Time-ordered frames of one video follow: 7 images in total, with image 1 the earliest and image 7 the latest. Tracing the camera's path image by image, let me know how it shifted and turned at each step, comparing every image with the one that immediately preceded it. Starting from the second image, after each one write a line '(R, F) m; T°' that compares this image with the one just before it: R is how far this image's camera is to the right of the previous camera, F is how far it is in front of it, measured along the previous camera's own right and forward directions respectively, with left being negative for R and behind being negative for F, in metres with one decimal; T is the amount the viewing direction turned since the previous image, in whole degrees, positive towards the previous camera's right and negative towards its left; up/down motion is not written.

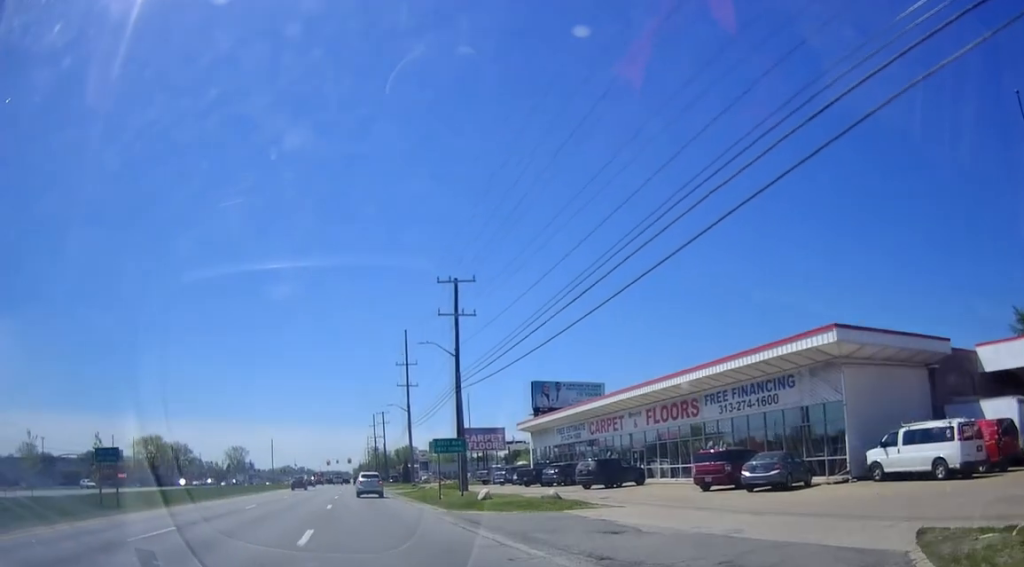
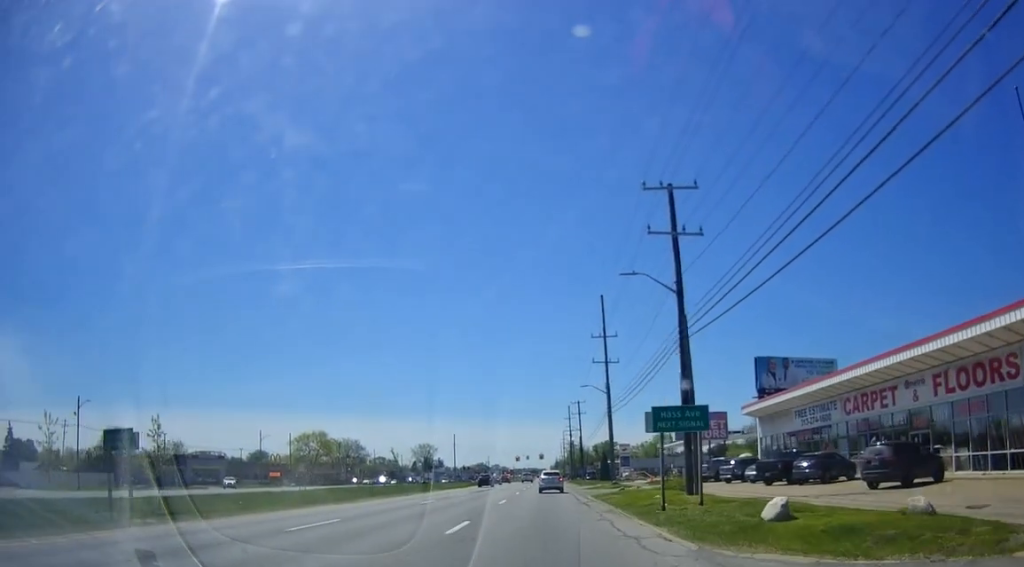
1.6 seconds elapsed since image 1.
(-1.8, +12.7) m; -13°
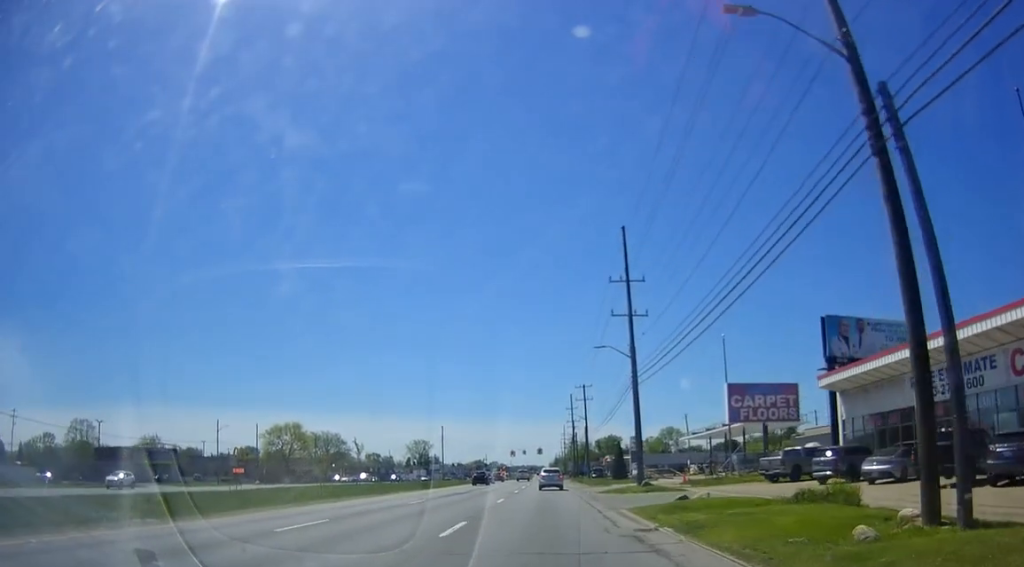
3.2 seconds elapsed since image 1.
(-0.7, +16.3) m; -2°
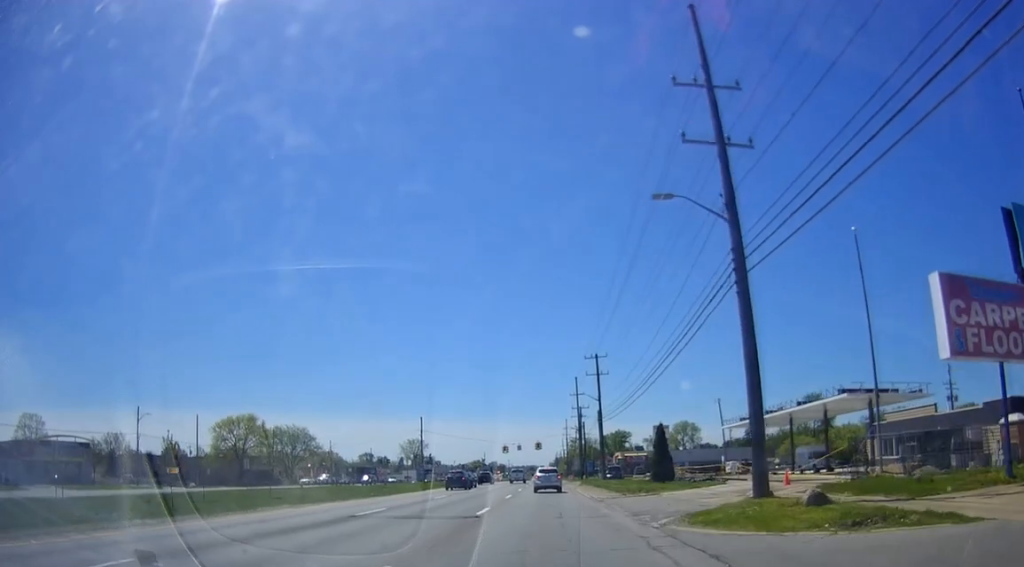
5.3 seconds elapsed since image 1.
(-0.3, +23.8) m; -4°
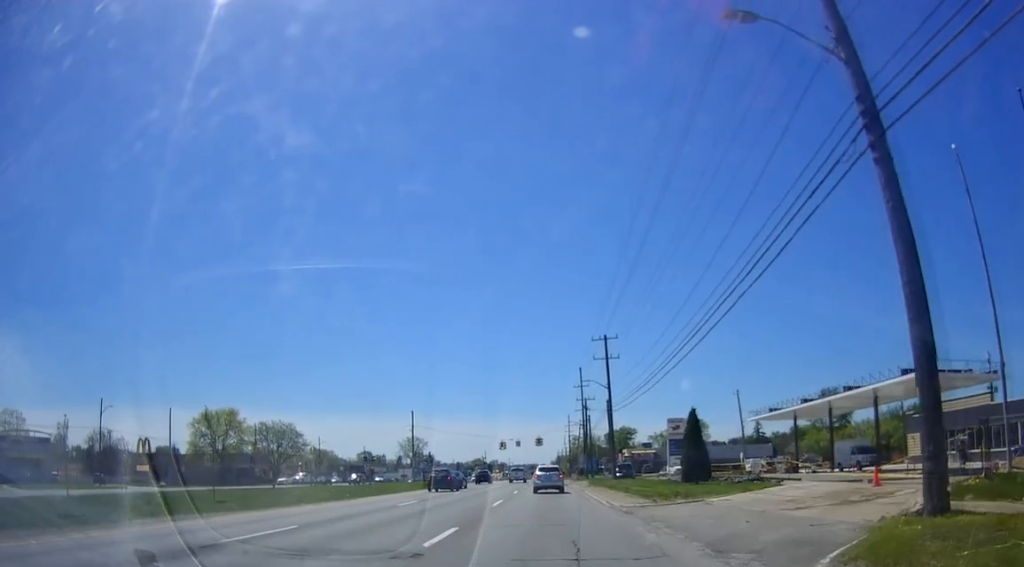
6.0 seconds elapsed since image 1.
(-0.5, +9.1) m; 0°
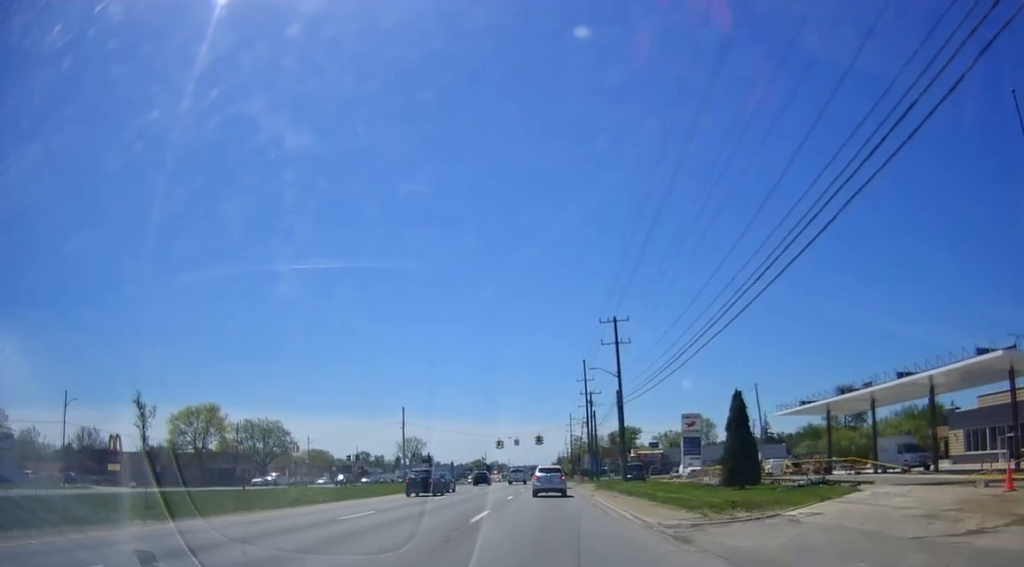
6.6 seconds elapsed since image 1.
(+0.3, +7.8) m; +2°
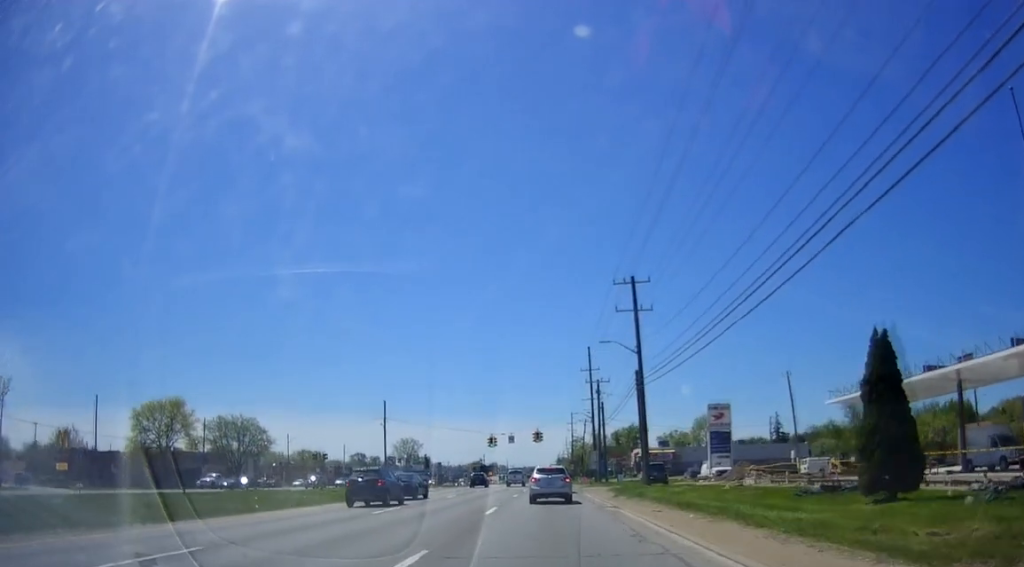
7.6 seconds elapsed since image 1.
(+0.3, +11.9) m; +2°
